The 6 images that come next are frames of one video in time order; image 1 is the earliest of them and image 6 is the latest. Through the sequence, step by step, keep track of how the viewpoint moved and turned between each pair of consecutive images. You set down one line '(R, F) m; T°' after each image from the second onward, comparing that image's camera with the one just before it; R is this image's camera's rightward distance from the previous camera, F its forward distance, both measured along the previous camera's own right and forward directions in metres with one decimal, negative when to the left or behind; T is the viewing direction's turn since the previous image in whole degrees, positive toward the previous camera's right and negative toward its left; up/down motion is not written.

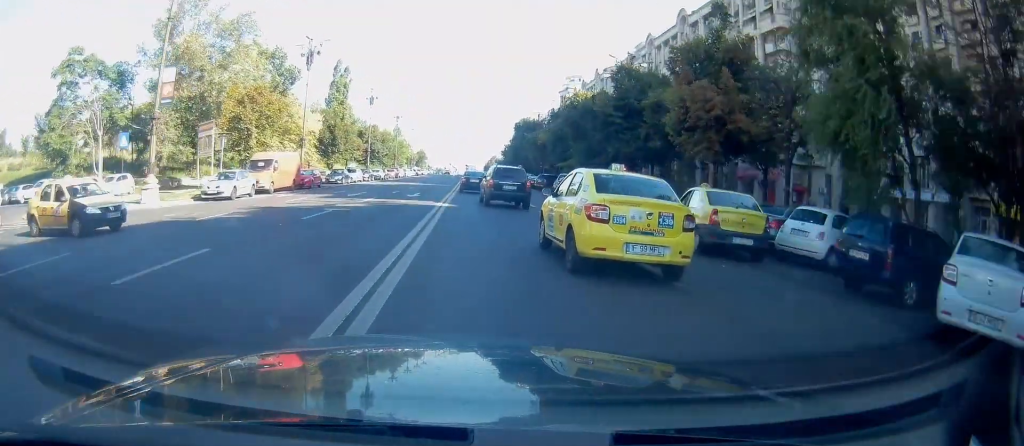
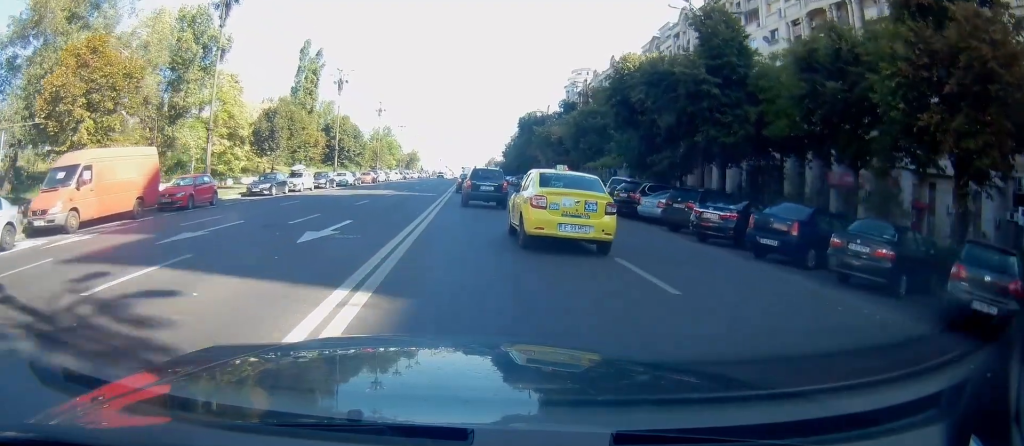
(+0.3, +19.4) m; 0°
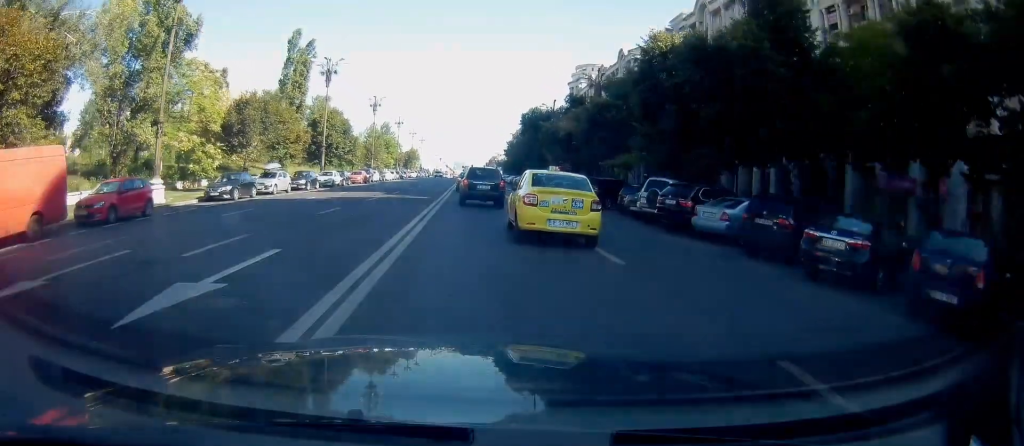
(-0.1, +6.2) m; 0°
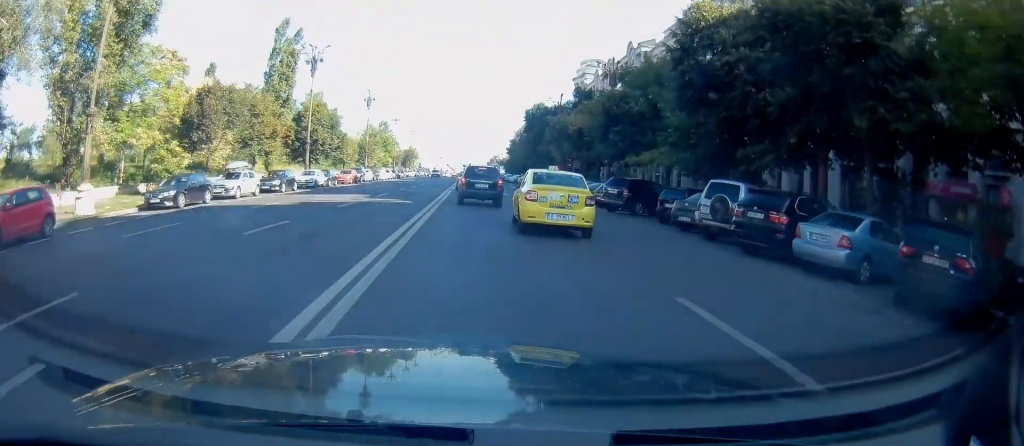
(+0.1, +6.2) m; 0°
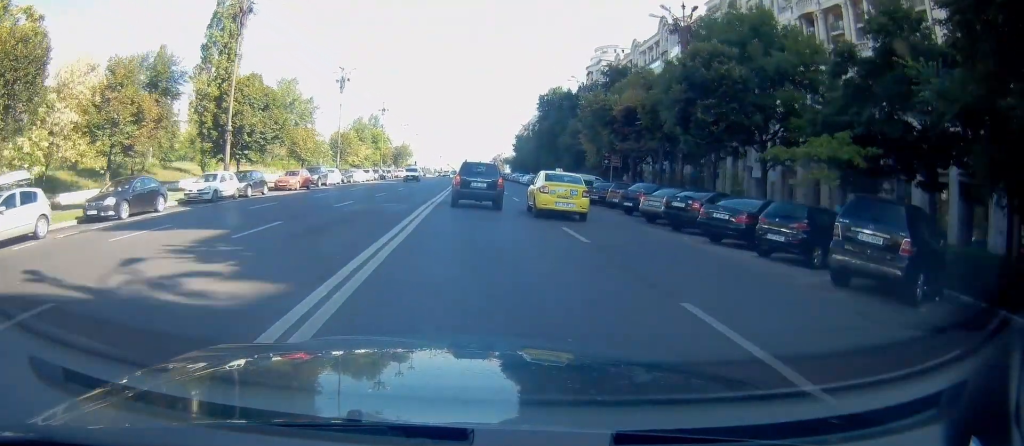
(-0.2, +18.8) m; -1°
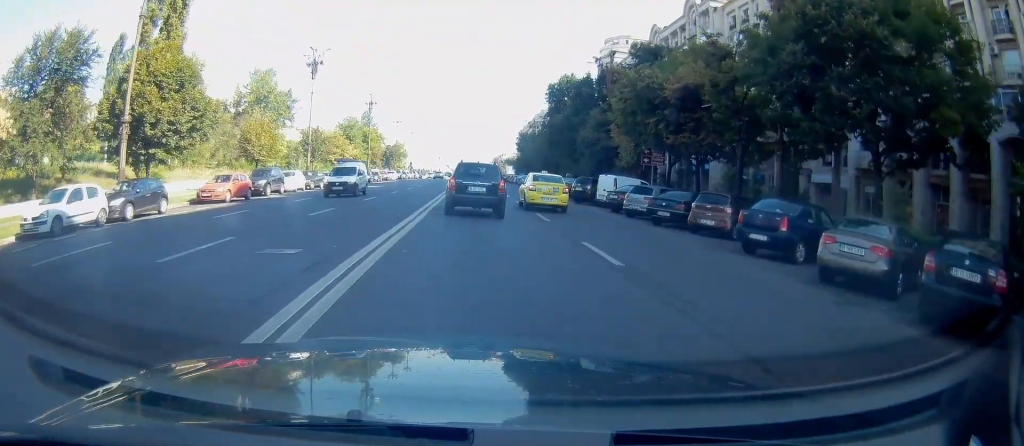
(0.0, +12.9) m; 0°
